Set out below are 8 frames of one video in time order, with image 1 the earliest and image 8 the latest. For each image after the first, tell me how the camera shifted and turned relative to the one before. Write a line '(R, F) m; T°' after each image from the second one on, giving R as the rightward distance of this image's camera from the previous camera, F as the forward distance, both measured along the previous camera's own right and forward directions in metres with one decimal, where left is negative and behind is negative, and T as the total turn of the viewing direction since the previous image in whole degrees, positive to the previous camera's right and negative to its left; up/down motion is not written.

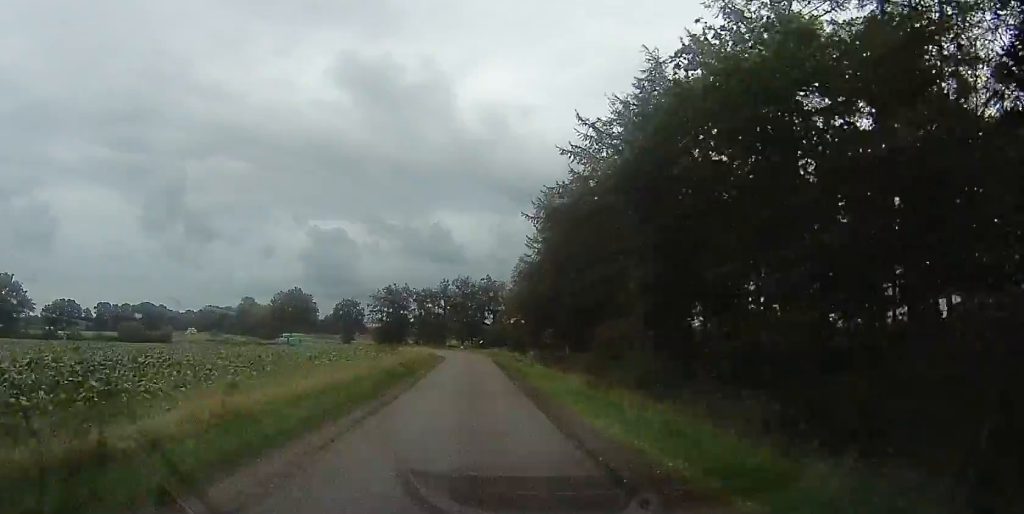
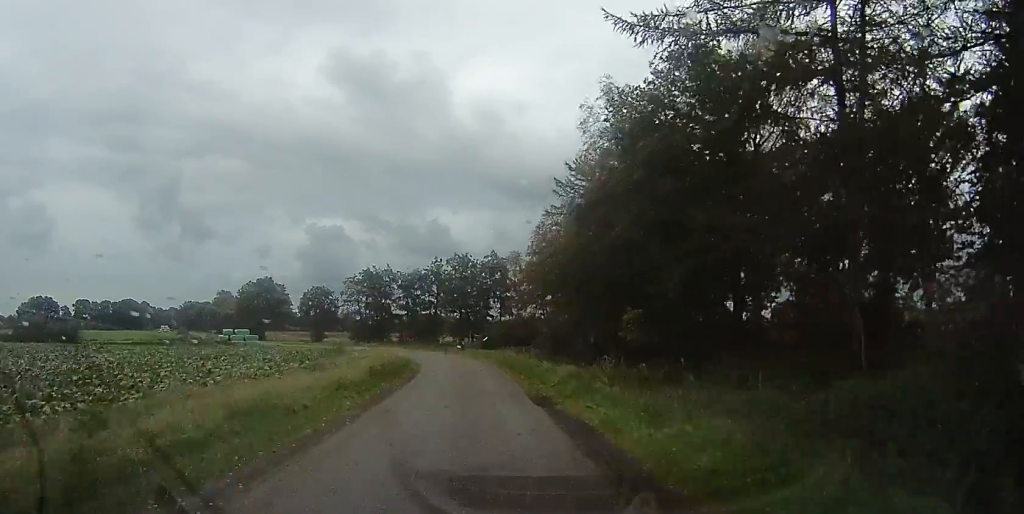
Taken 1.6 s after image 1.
(+0.3, +24.7) m; +4°
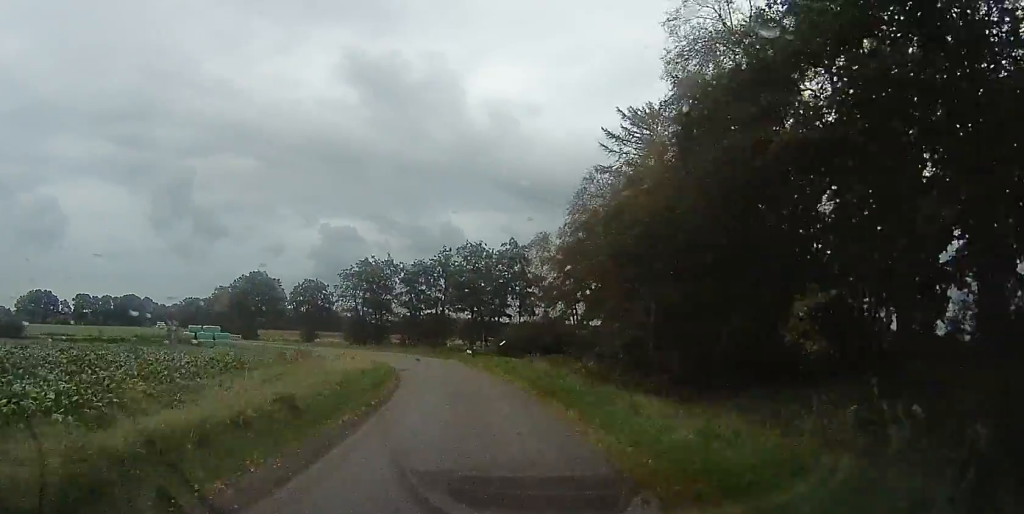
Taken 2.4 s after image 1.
(+0.7, +12.6) m; -1°
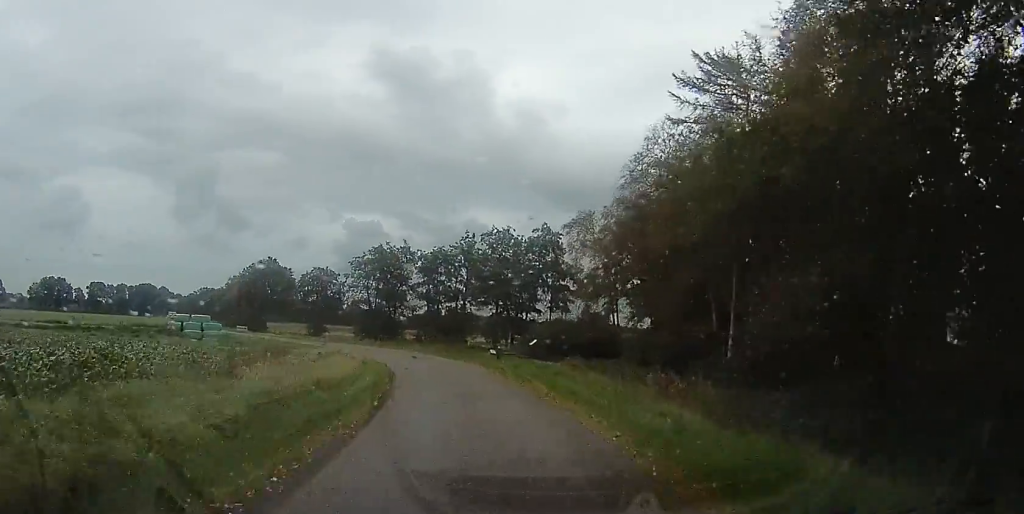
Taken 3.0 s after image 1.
(-0.6, +8.0) m; -3°
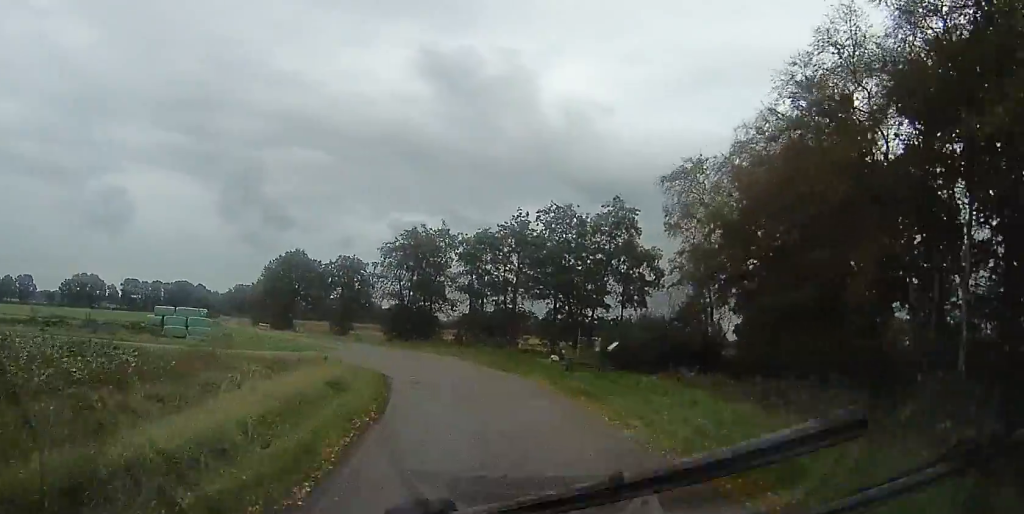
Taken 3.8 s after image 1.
(-0.3, +11.7) m; -4°
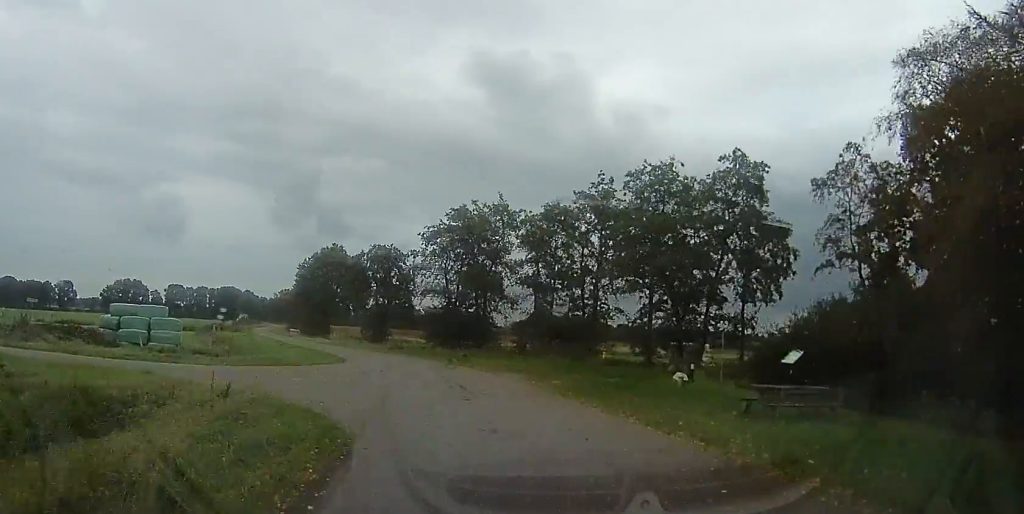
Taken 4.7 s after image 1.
(-0.5, +12.9) m; -6°
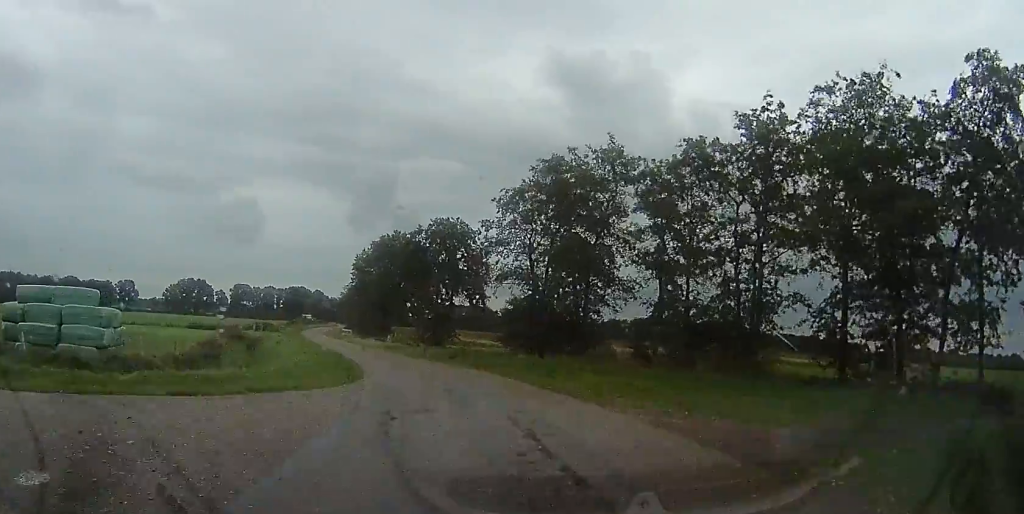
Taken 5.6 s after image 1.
(-0.9, +13.9) m; -6°
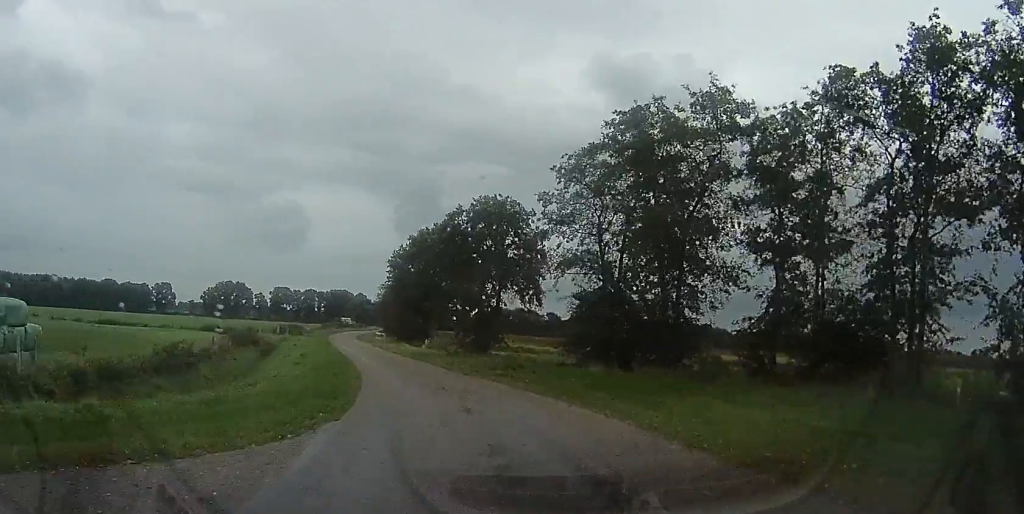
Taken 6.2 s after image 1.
(+0.4, +8.1) m; -4°
